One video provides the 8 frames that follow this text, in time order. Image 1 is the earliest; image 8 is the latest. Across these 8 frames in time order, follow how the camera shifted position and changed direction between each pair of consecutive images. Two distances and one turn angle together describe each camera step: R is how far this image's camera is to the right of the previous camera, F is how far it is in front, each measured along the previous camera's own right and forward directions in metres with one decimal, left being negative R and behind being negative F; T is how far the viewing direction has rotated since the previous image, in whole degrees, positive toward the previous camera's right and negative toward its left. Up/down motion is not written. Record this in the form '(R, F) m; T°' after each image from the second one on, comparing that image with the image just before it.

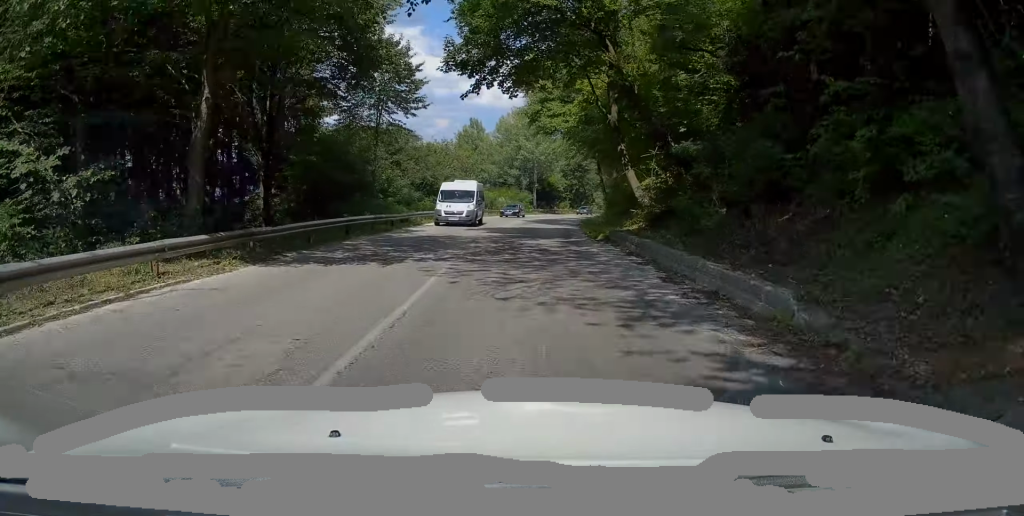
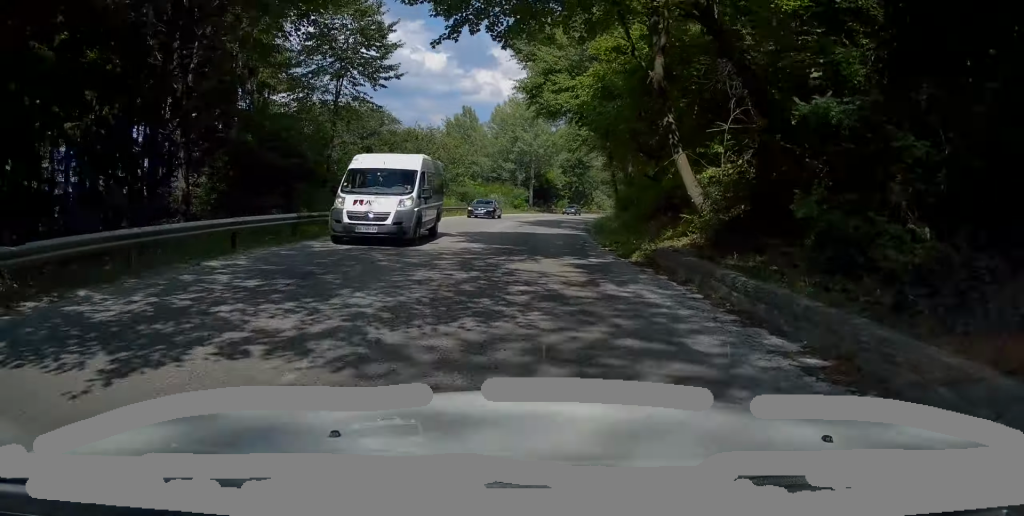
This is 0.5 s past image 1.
(0.0, +5.8) m; 0°
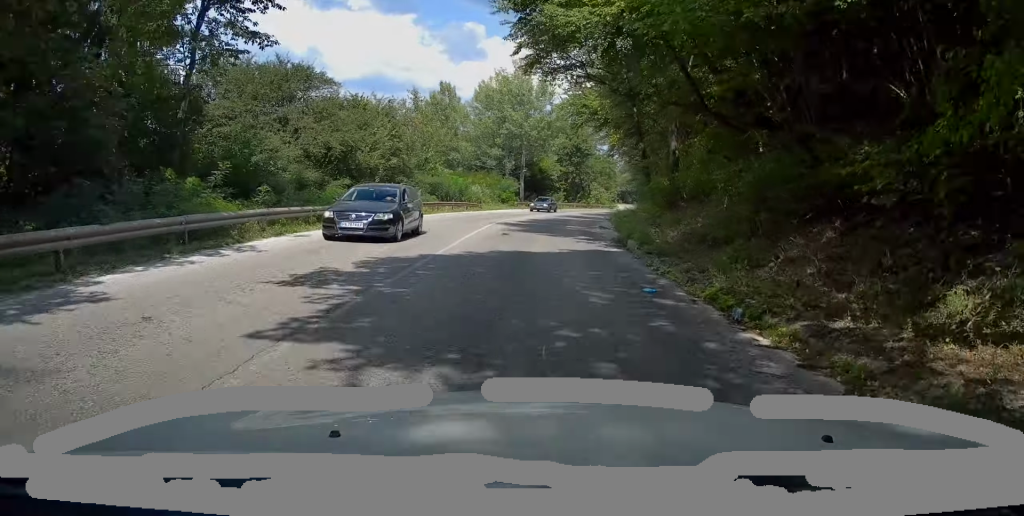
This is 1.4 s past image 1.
(+0.1, +9.0) m; 0°
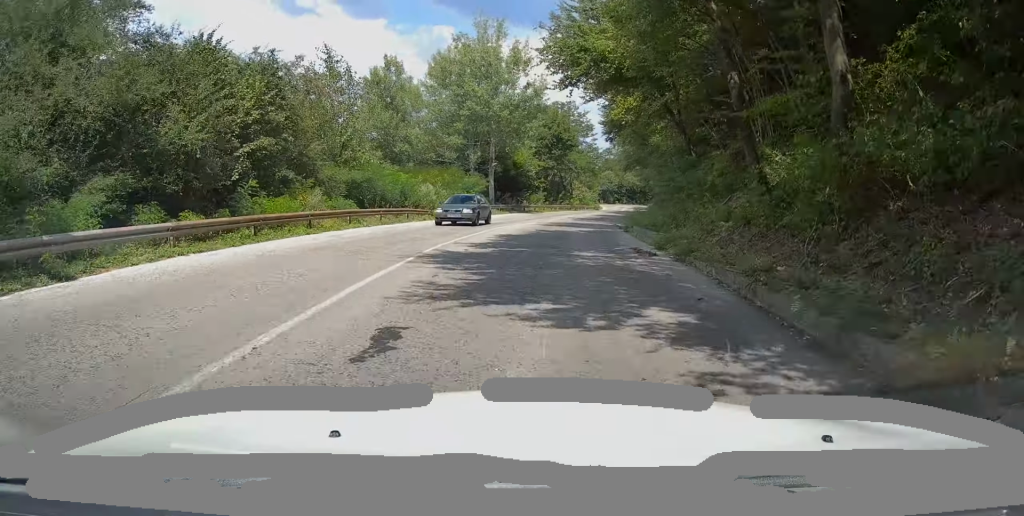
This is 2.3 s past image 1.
(-0.1, +10.8) m; +2°
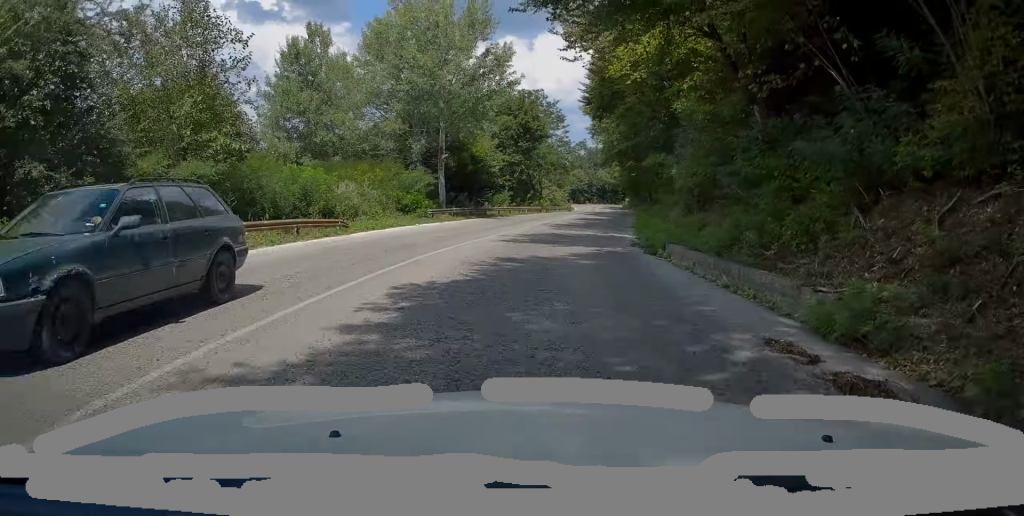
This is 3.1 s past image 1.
(+0.4, +9.1) m; +3°
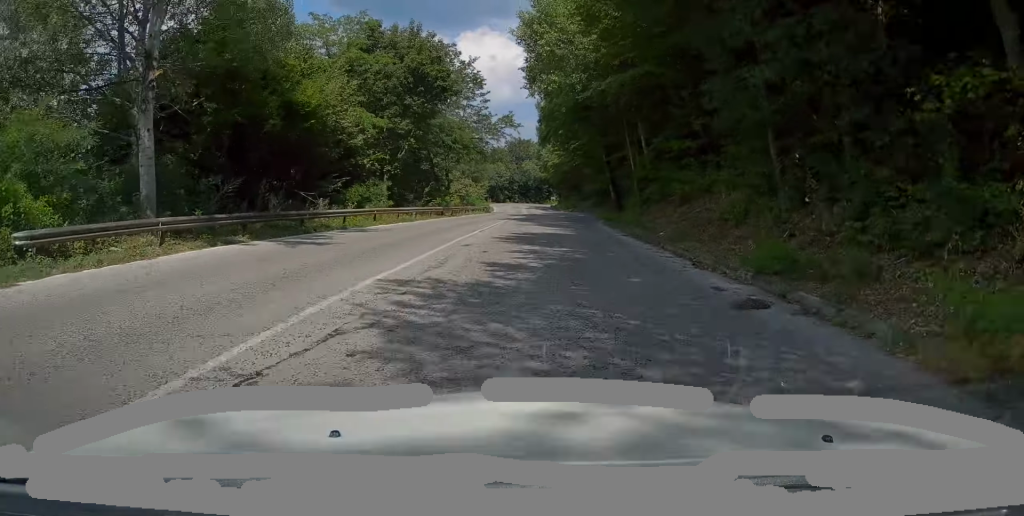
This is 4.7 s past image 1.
(+1.8, +22.1) m; +9°
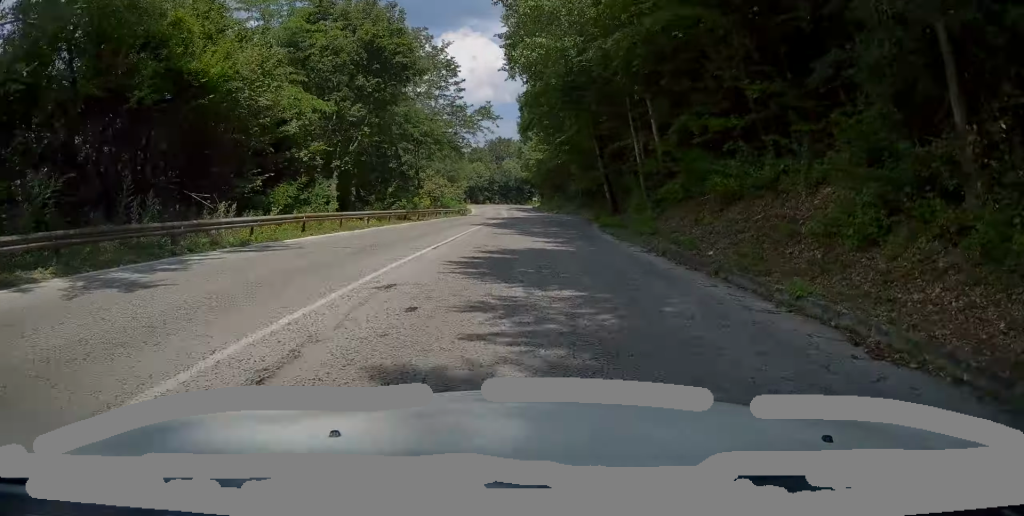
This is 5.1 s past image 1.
(+0.1, +6.3) m; +2°
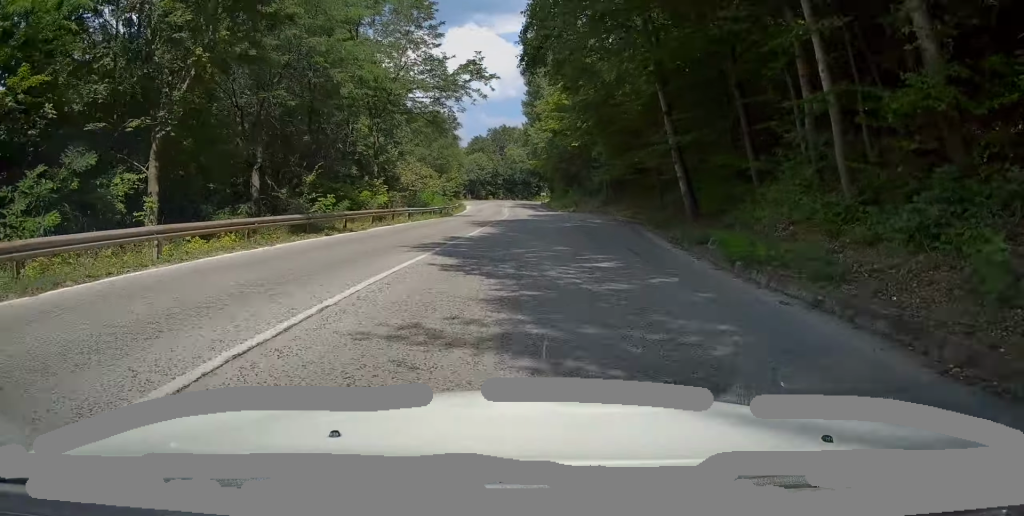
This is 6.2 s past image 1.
(+0.6, +16.5) m; +1°
